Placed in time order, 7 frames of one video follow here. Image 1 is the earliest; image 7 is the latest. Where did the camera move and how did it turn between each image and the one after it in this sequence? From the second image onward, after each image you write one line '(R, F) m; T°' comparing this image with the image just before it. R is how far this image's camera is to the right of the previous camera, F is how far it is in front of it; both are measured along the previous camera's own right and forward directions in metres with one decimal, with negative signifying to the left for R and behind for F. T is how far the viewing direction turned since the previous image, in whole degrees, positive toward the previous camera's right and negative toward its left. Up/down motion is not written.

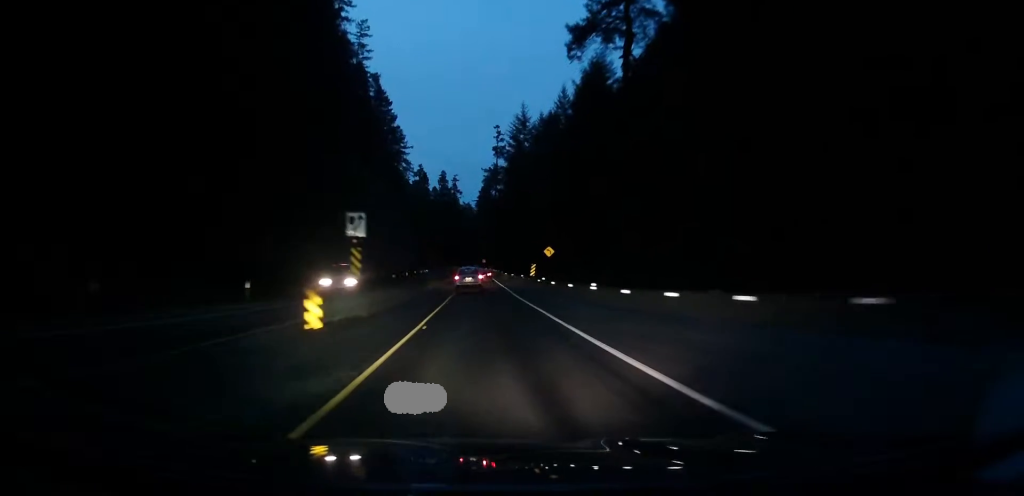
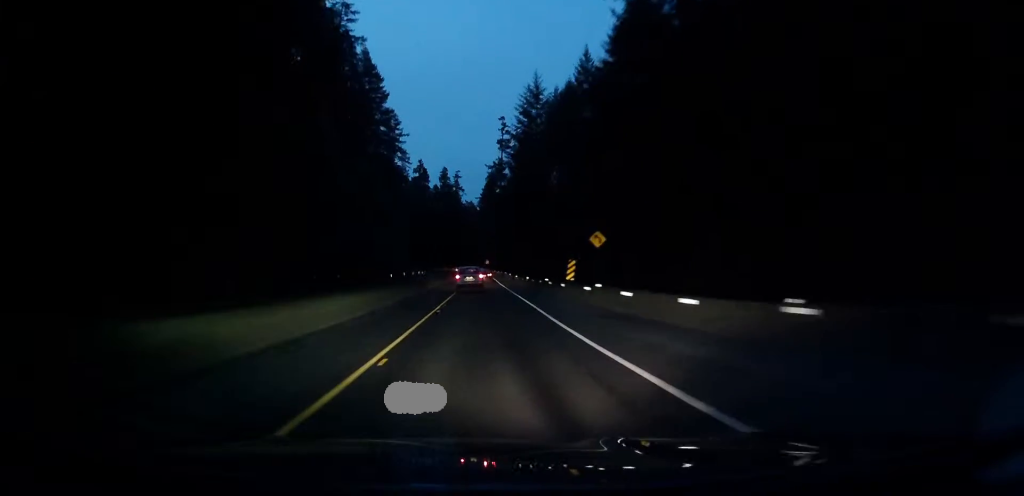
(+0.1, +18.7) m; 0°
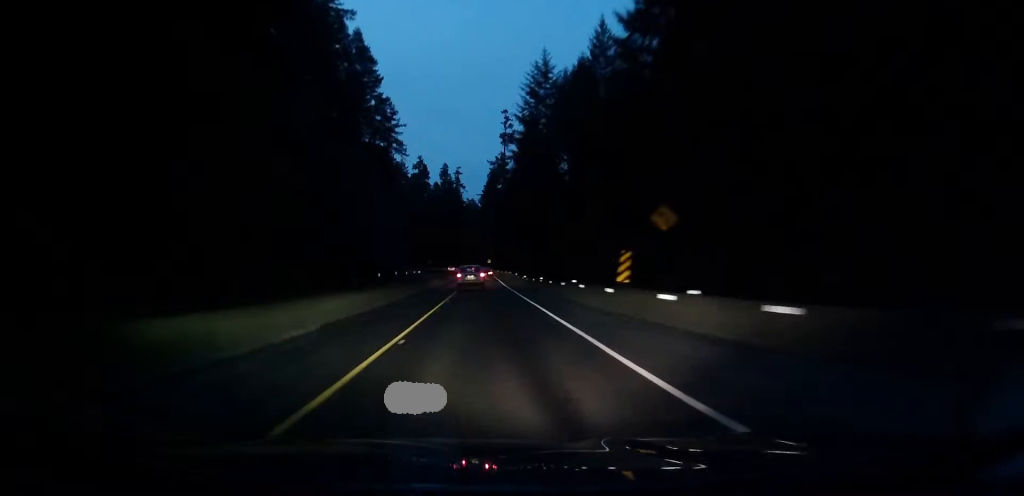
(0.0, +10.1) m; 0°
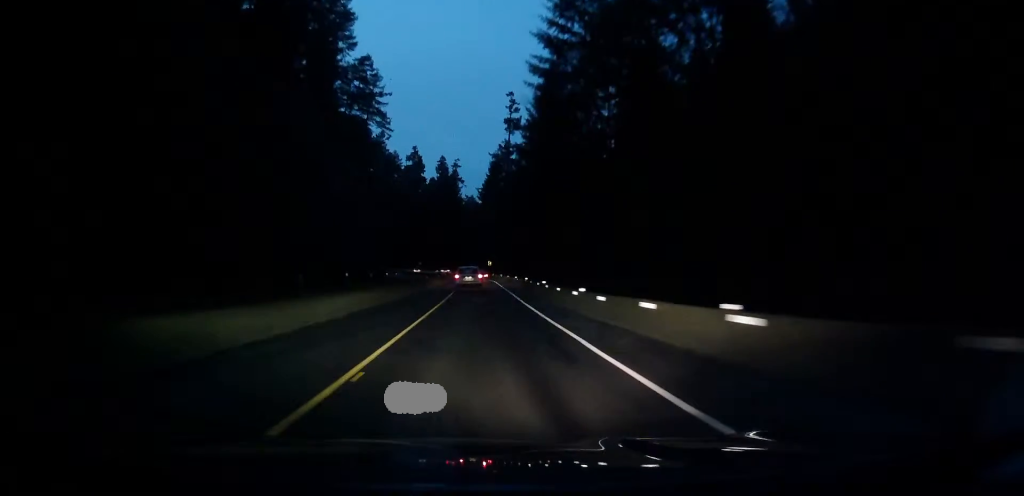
(0.0, +29.2) m; 0°
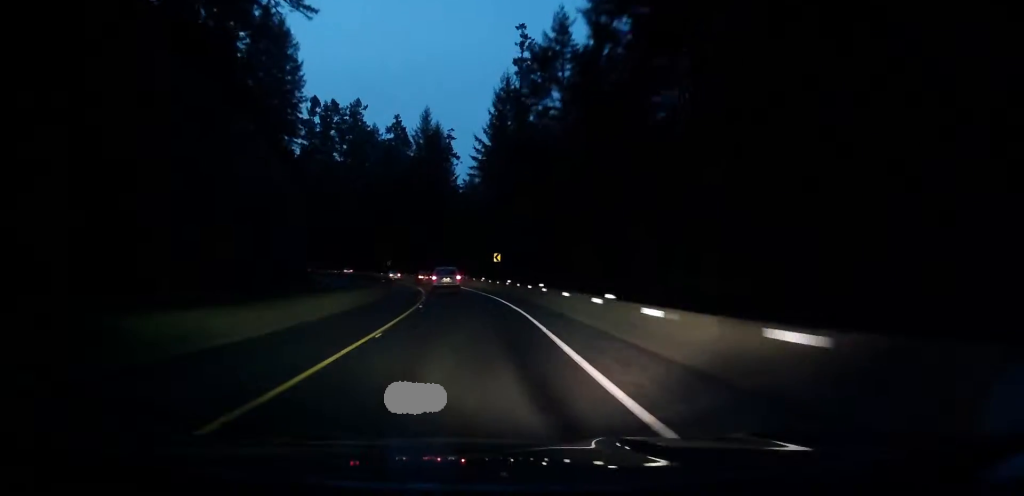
(+0.7, +59.5) m; +3°
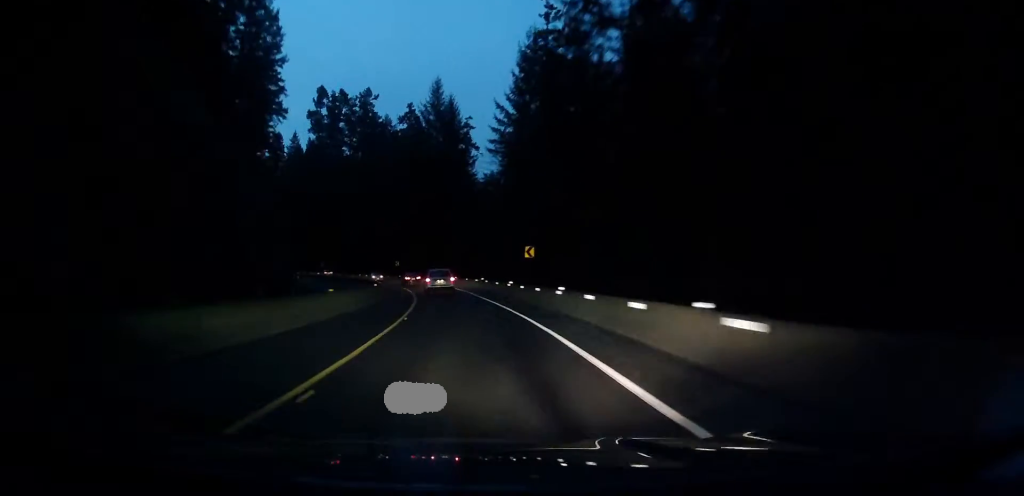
(+0.3, +18.0) m; -1°
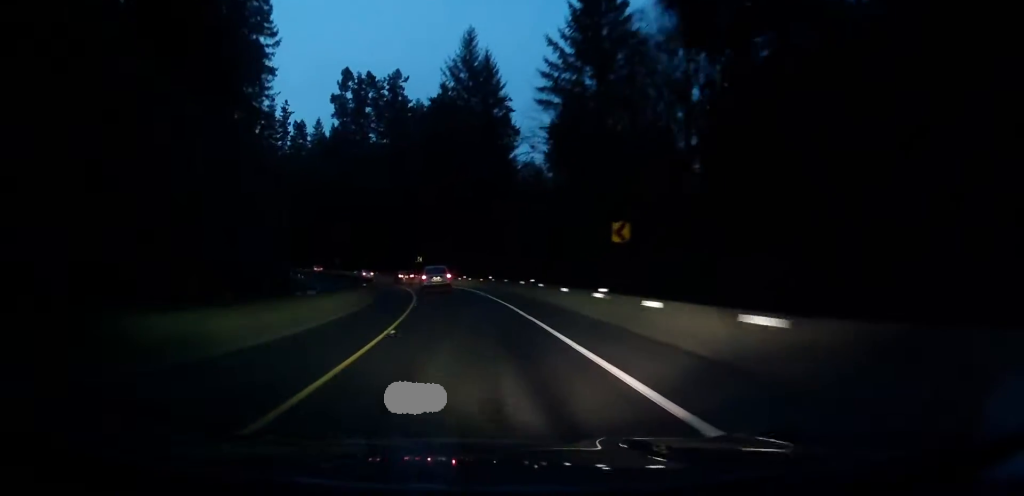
(-0.4, +19.1) m; -4°
